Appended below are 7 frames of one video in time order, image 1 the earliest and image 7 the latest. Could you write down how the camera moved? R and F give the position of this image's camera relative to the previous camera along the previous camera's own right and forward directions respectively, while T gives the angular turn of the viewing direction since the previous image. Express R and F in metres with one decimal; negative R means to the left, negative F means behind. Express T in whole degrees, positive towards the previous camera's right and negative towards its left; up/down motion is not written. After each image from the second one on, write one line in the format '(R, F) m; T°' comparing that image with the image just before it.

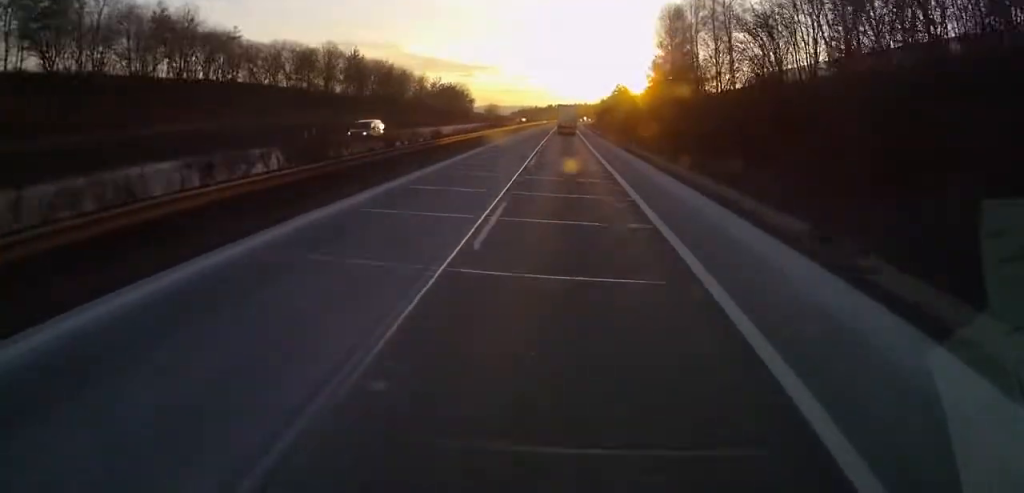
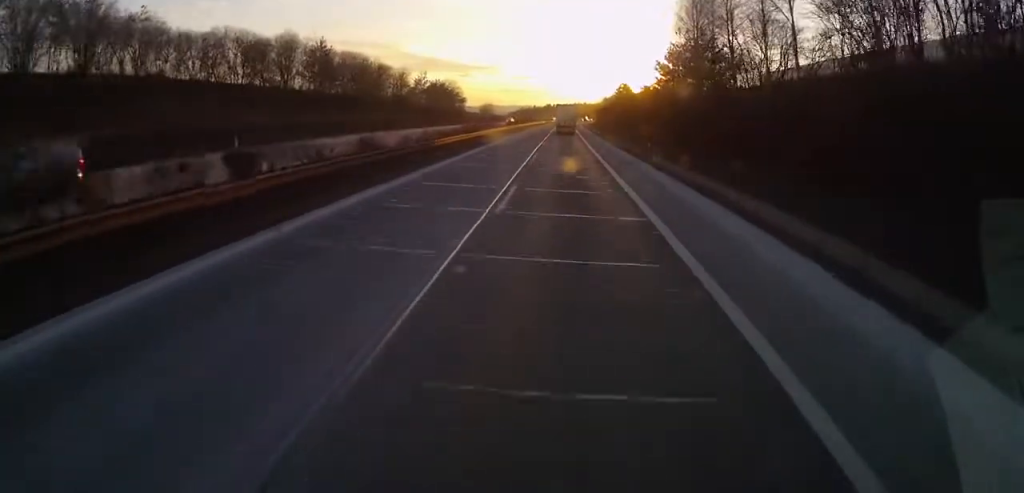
(0.0, +14.0) m; 0°
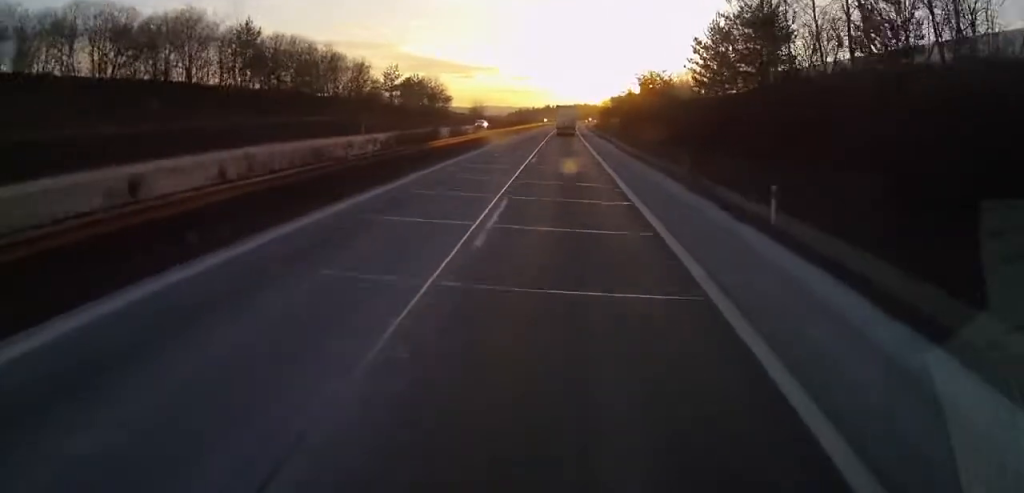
(0.0, +21.7) m; 0°
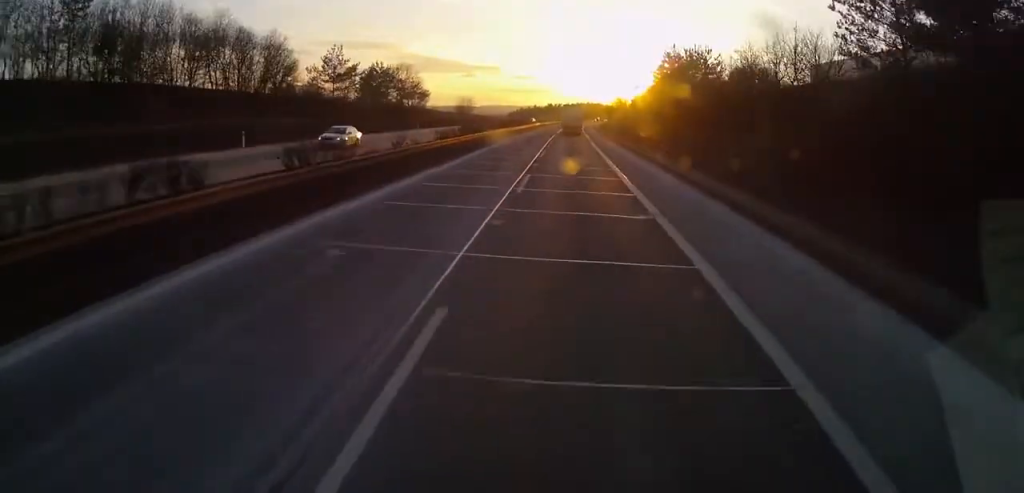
(+0.1, +27.9) m; +1°
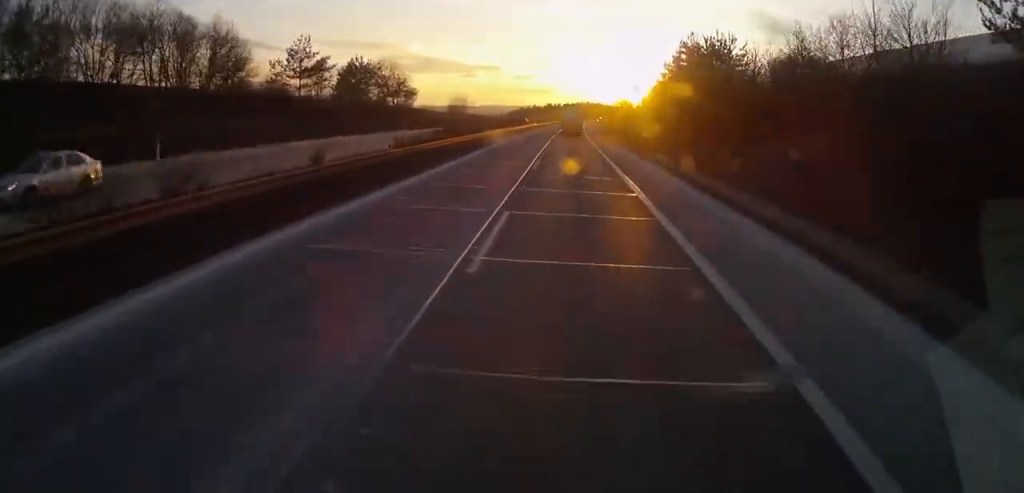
(0.0, +10.1) m; 0°
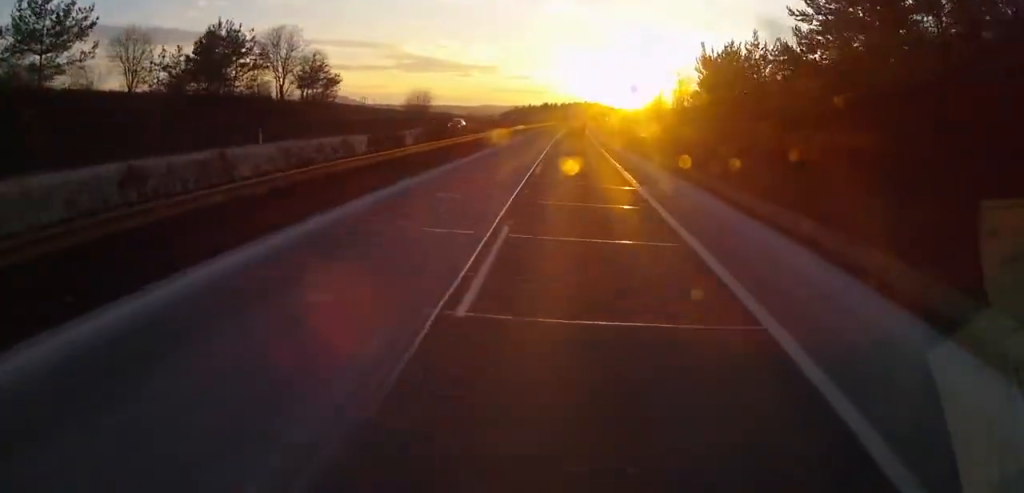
(0.0, +38.0) m; -1°
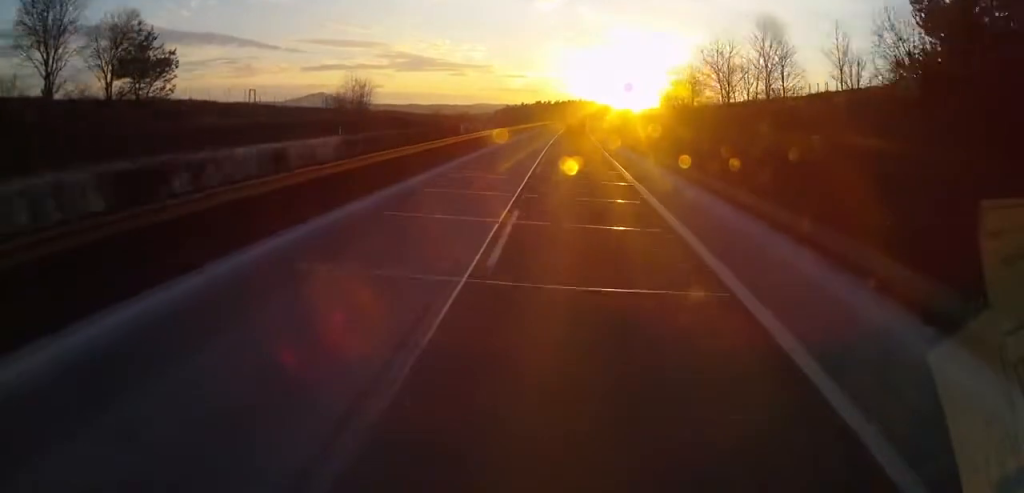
(+0.1, +33.5) m; +1°
